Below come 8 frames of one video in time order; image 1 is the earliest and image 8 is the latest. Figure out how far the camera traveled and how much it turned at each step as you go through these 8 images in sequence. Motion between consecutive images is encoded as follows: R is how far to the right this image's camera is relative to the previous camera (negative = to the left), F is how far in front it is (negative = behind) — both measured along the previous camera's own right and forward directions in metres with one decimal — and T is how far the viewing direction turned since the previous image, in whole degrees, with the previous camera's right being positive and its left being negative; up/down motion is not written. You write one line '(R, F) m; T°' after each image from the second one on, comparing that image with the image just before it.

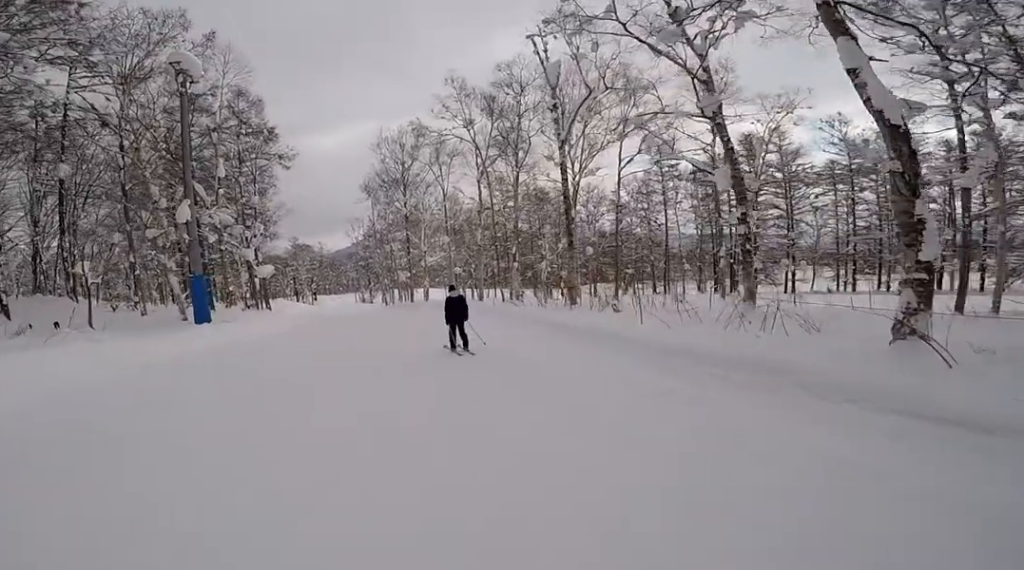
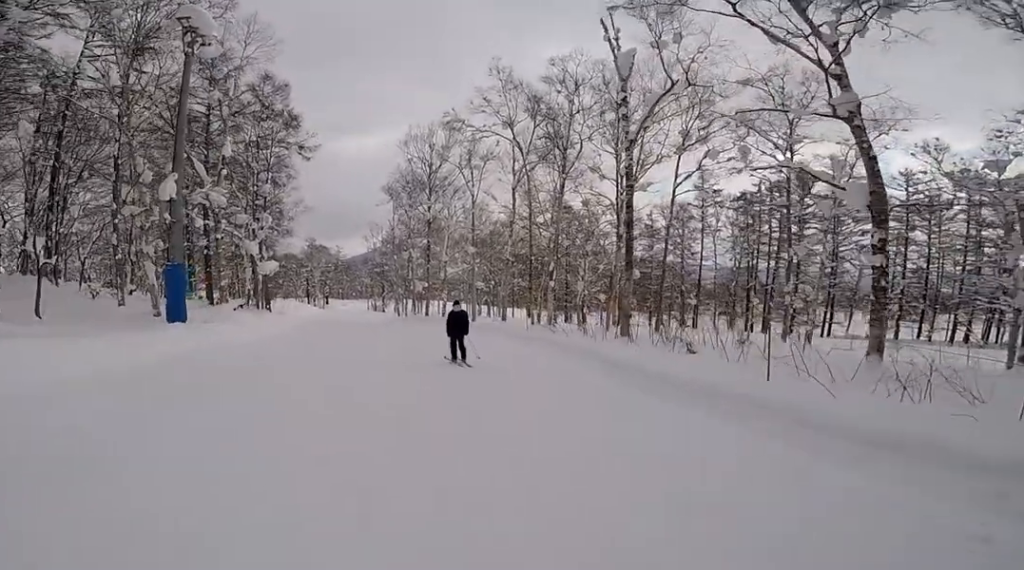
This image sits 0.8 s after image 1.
(0.0, +3.5) m; 0°
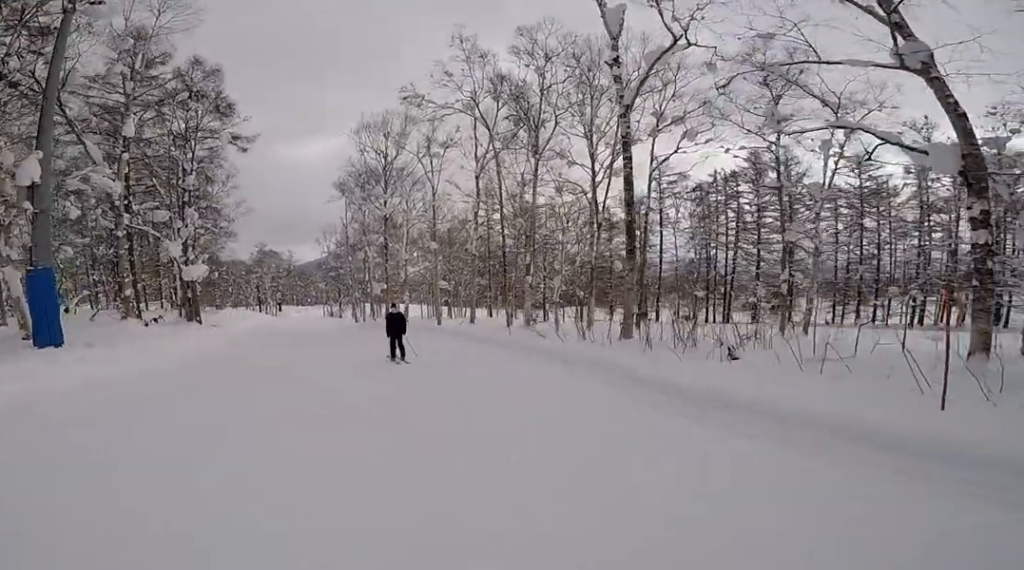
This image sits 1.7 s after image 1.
(0.0, +3.7) m; 0°
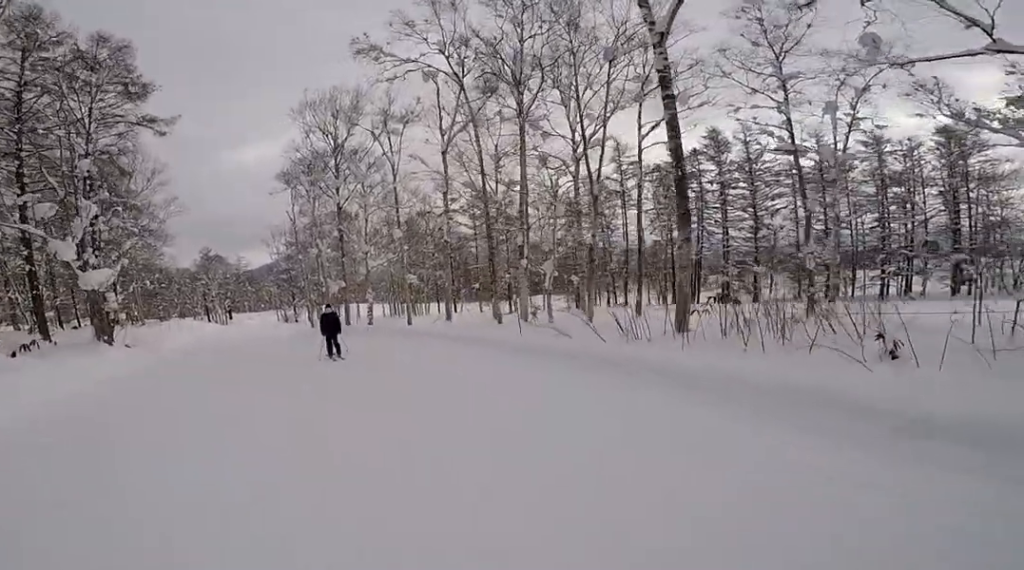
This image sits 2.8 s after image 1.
(0.0, +4.5) m; 0°
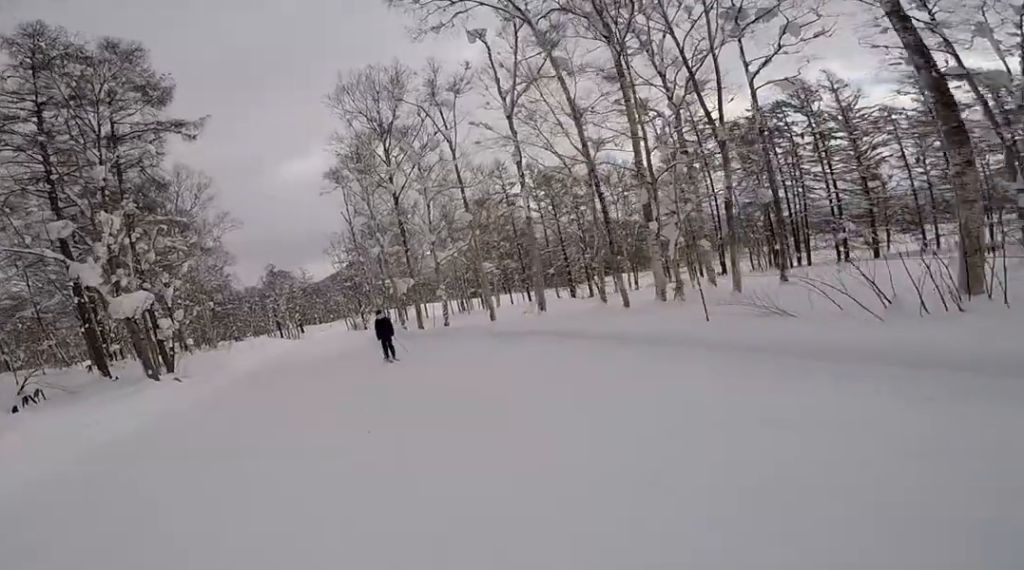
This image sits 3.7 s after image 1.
(0.0, +3.9) m; -2°
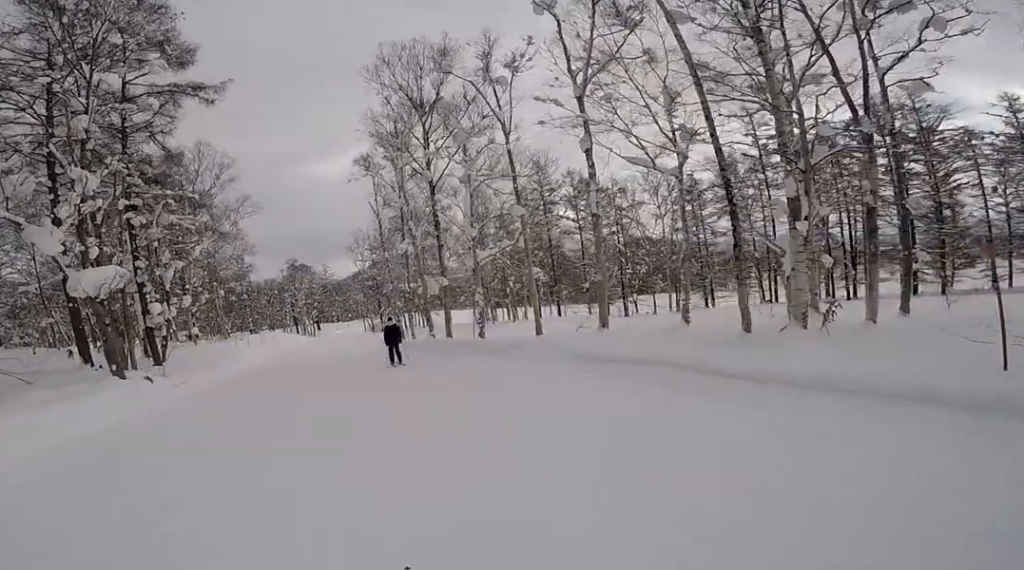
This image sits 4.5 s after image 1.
(0.0, +3.5) m; -7°
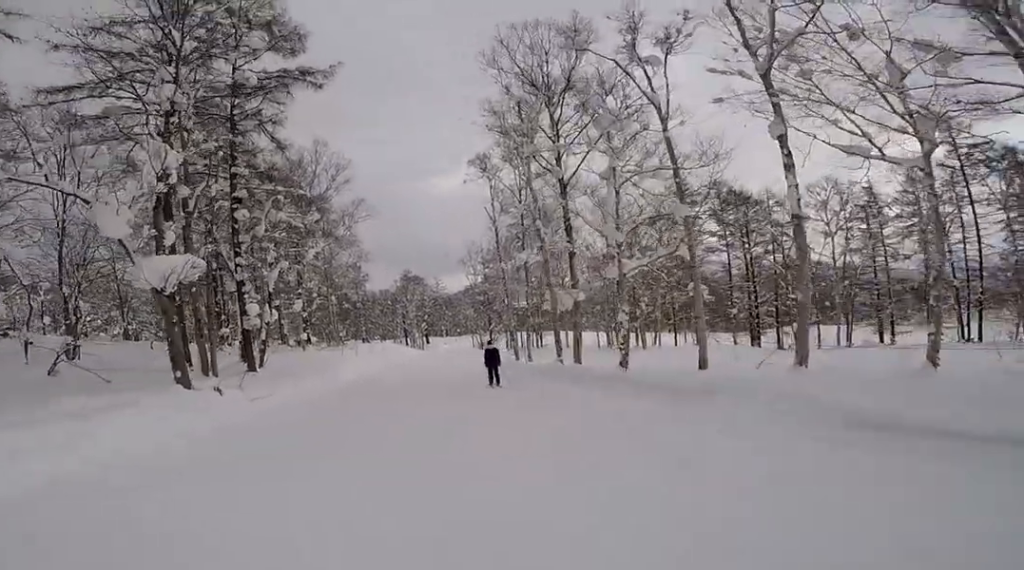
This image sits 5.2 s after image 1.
(0.0, +2.9) m; -13°
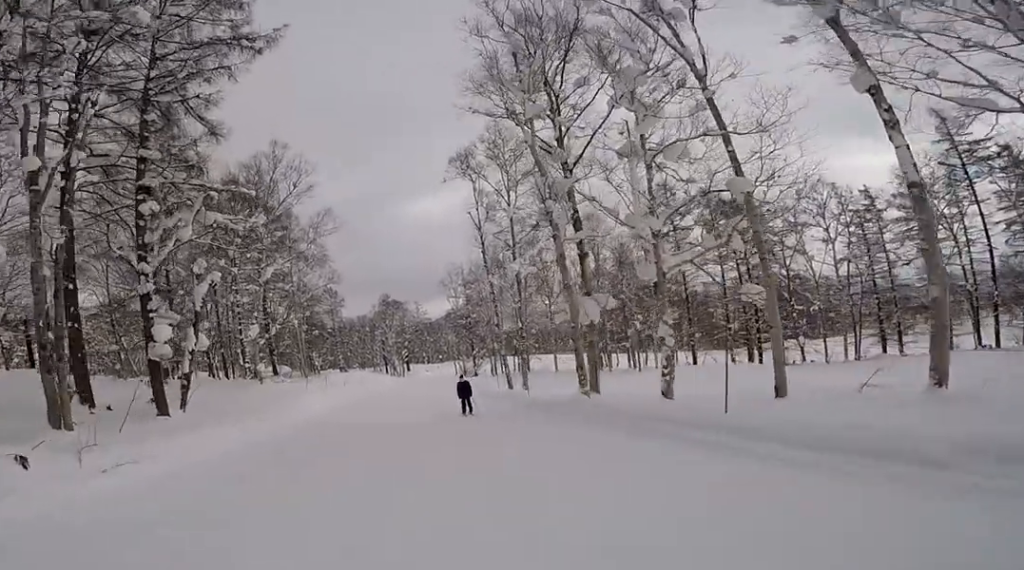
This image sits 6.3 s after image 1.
(-0.8, +4.9) m; +6°
